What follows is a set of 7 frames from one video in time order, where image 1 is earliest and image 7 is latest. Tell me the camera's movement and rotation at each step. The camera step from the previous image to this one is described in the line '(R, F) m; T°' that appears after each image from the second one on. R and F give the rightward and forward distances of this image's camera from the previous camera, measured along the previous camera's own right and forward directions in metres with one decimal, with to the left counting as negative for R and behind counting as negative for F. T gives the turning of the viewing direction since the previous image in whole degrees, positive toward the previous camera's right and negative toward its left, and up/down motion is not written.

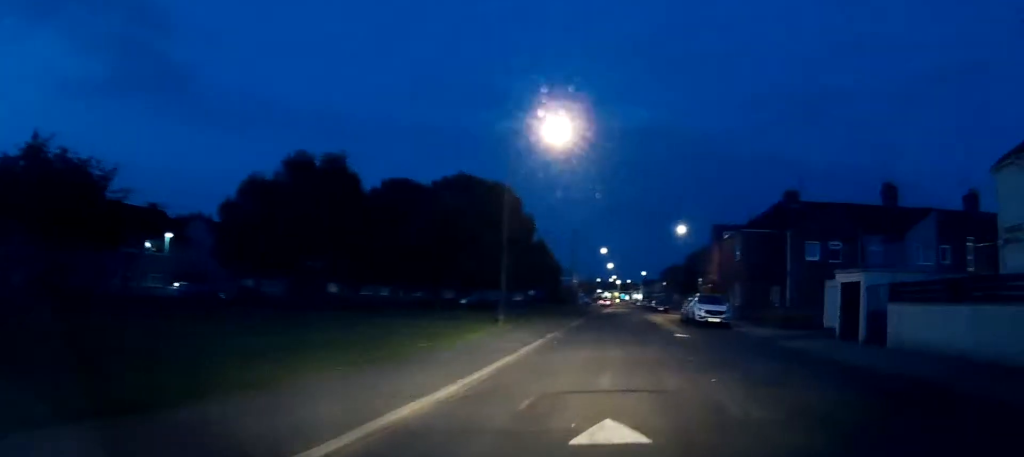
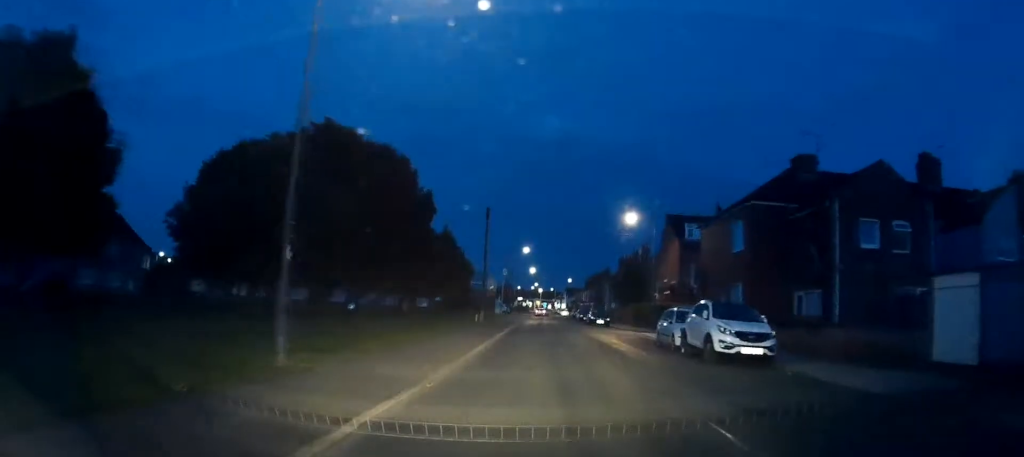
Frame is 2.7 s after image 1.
(+0.4, +15.6) m; +2°
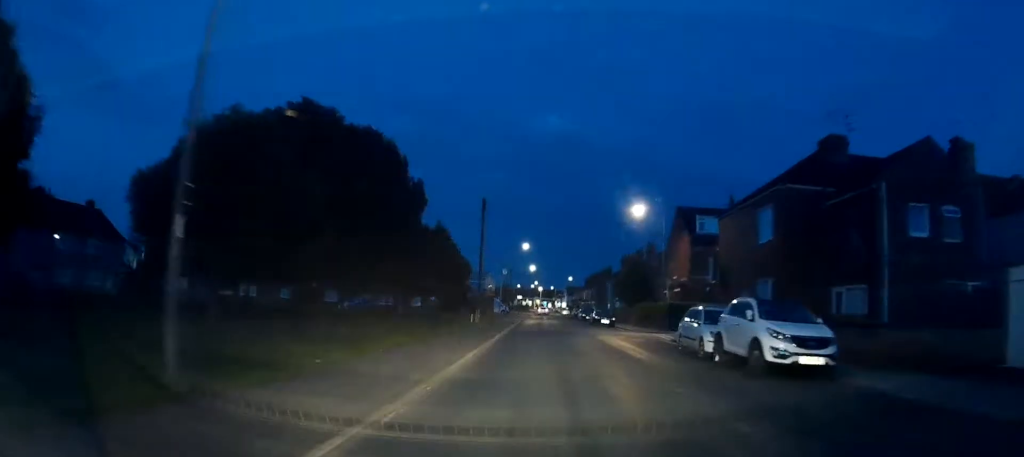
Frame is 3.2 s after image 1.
(+0.1, +3.4) m; 0°
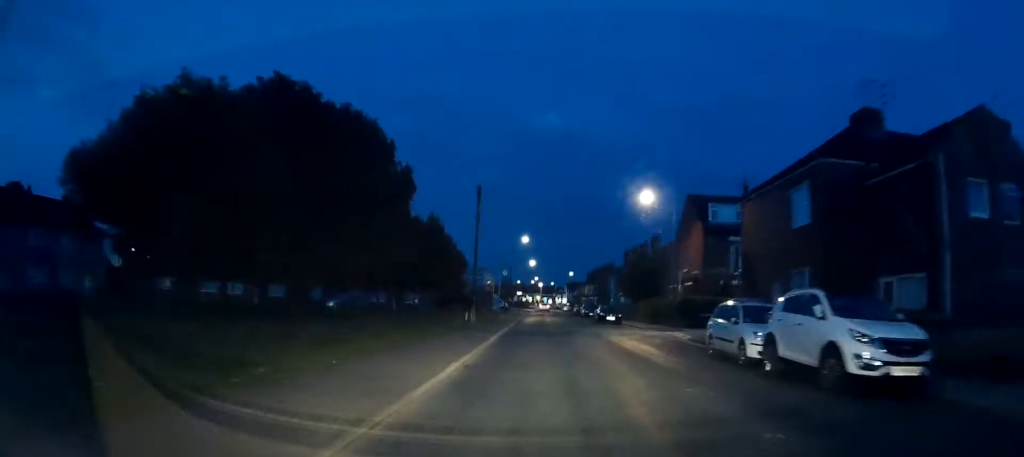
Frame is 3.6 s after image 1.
(-0.2, +3.4) m; 0°
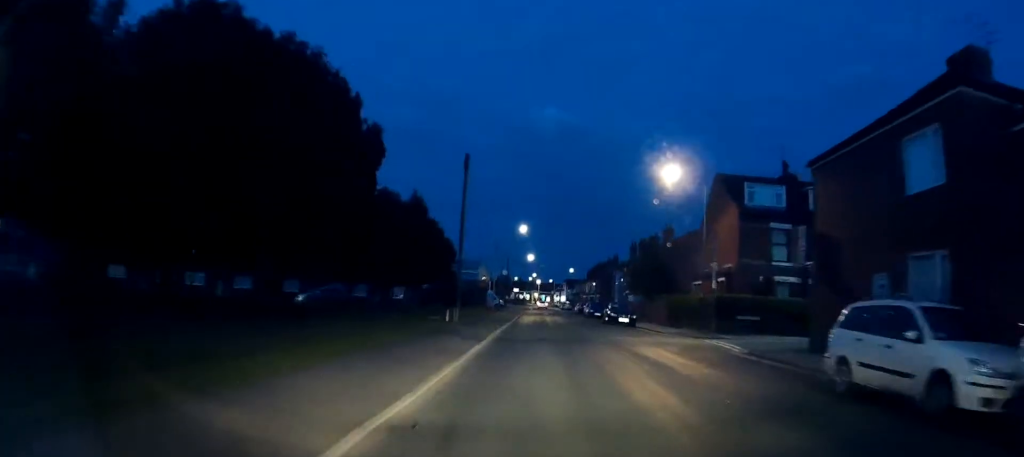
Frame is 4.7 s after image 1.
(0.0, +7.7) m; 0°
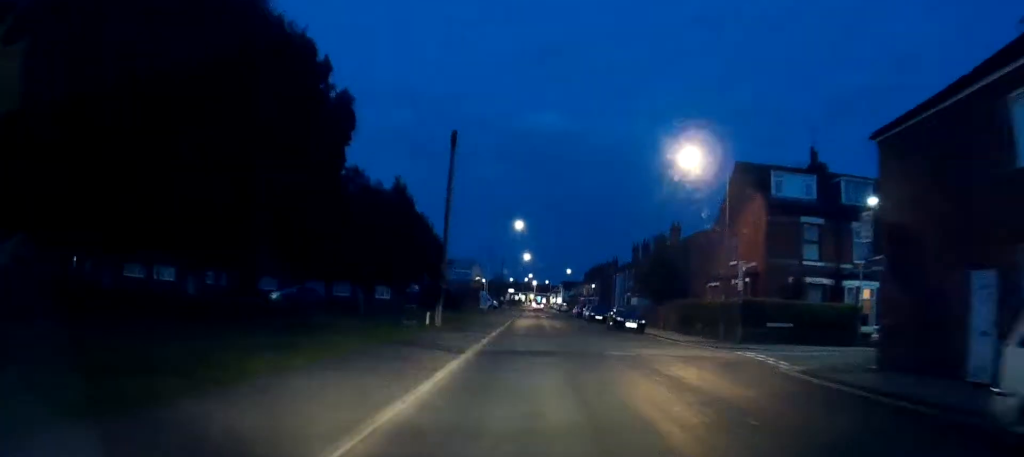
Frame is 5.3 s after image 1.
(+0.1, +4.6) m; 0°
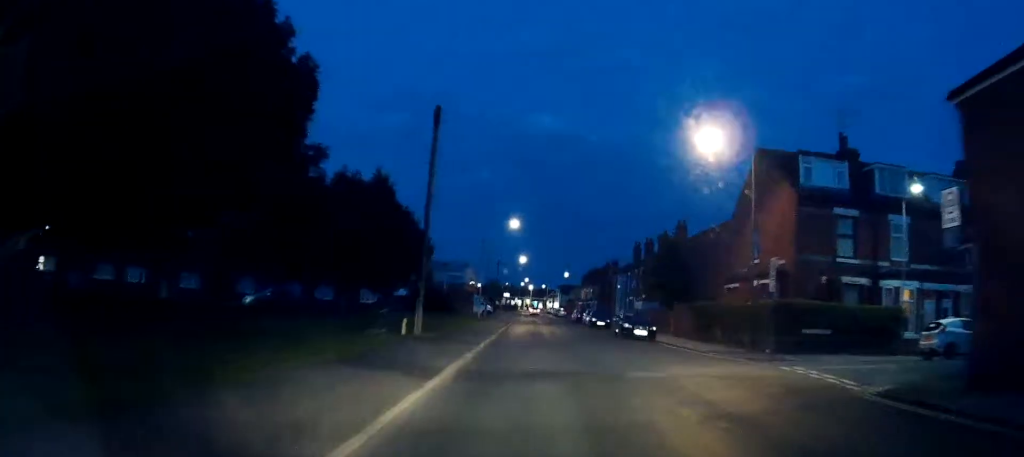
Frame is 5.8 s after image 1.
(-0.2, +3.9) m; 0°
